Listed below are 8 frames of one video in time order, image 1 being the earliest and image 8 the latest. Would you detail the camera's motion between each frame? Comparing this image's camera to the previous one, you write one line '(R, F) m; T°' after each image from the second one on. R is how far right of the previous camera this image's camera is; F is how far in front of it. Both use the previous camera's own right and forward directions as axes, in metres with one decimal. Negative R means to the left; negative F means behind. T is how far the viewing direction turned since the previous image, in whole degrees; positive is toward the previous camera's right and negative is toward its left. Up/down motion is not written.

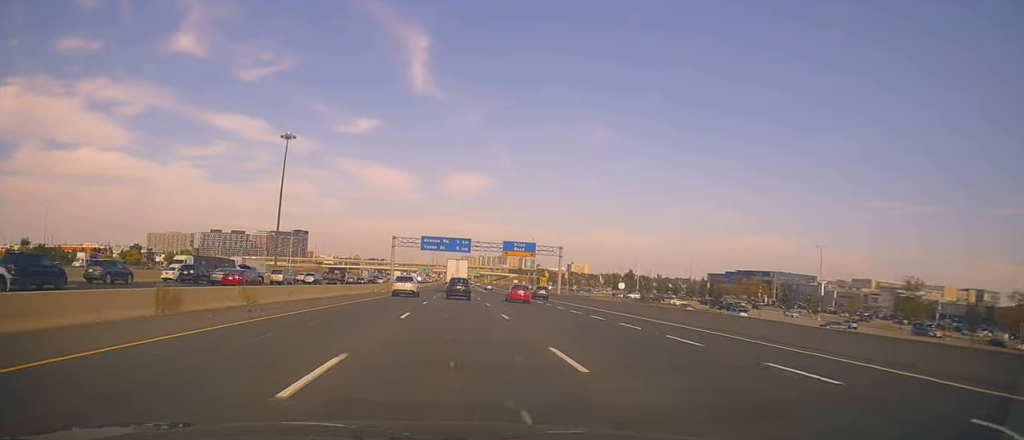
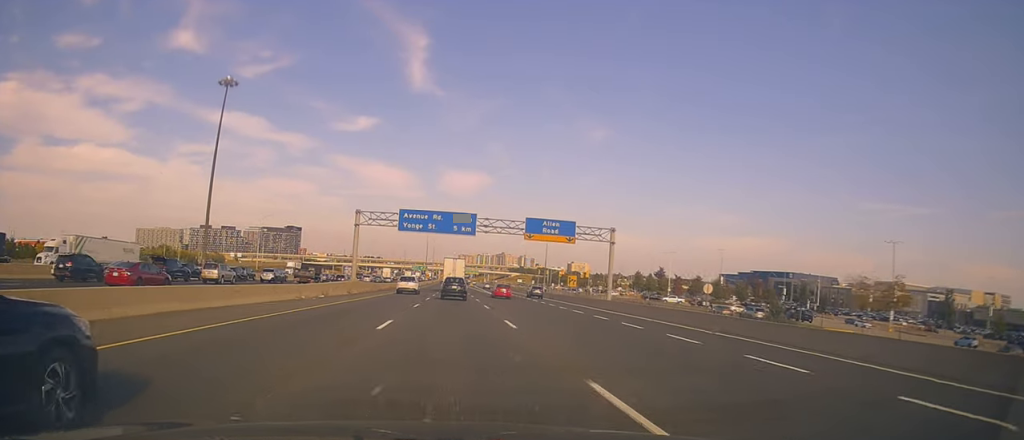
(-0.1, +29.9) m; -1°
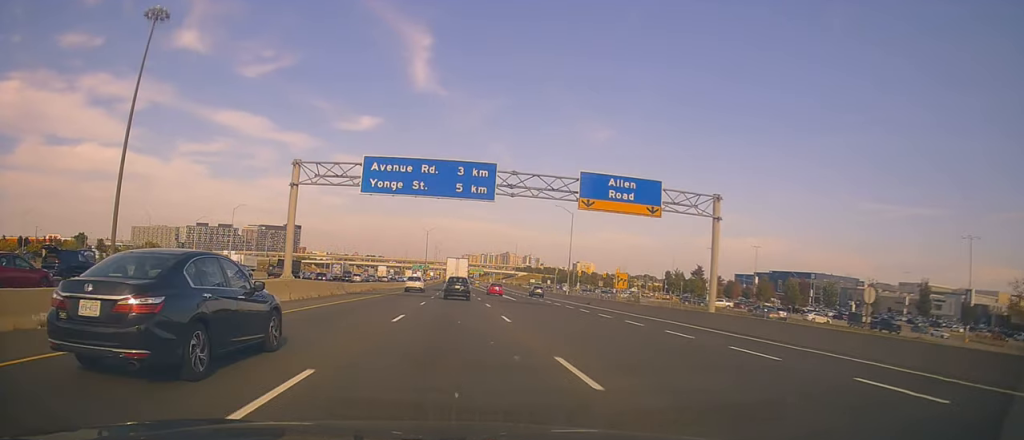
(-0.1, +22.8) m; 0°
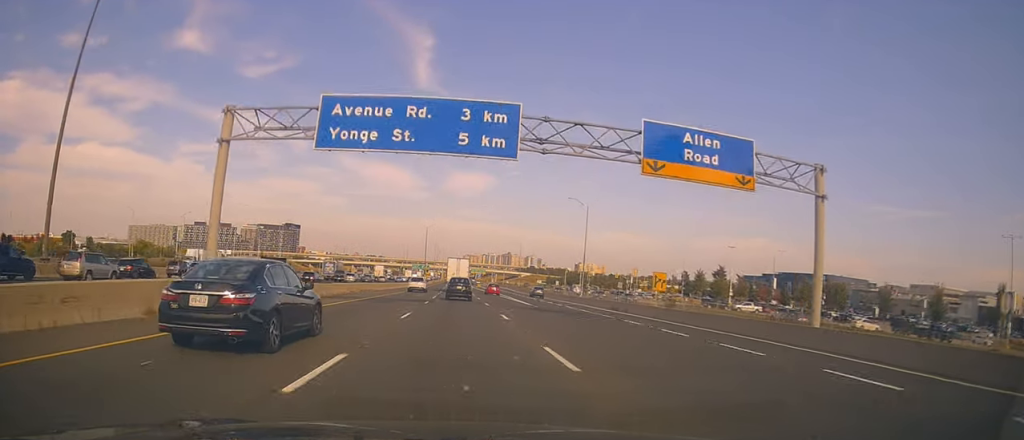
(0.0, +10.7) m; 0°
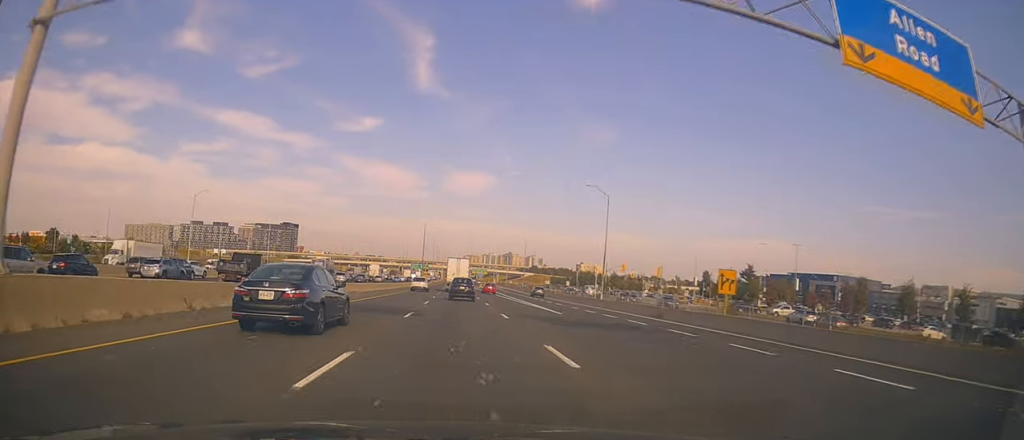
(+0.1, +11.9) m; 0°
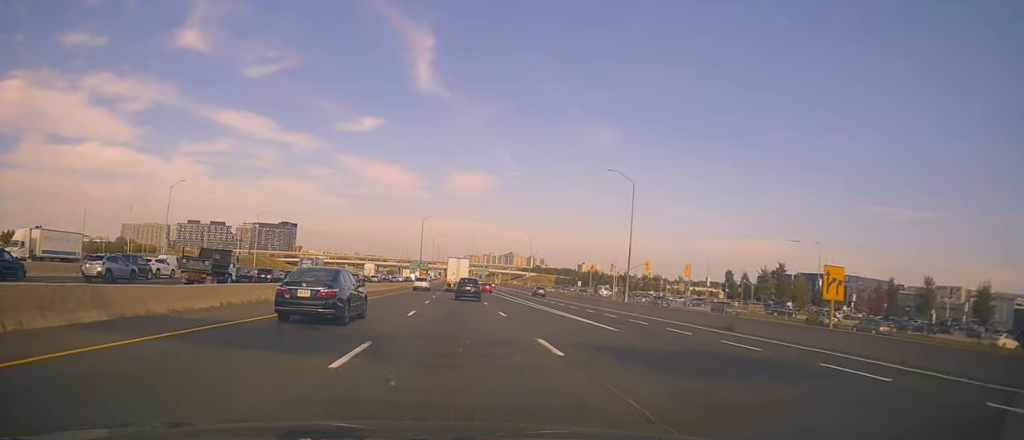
(-0.1, +10.7) m; 0°
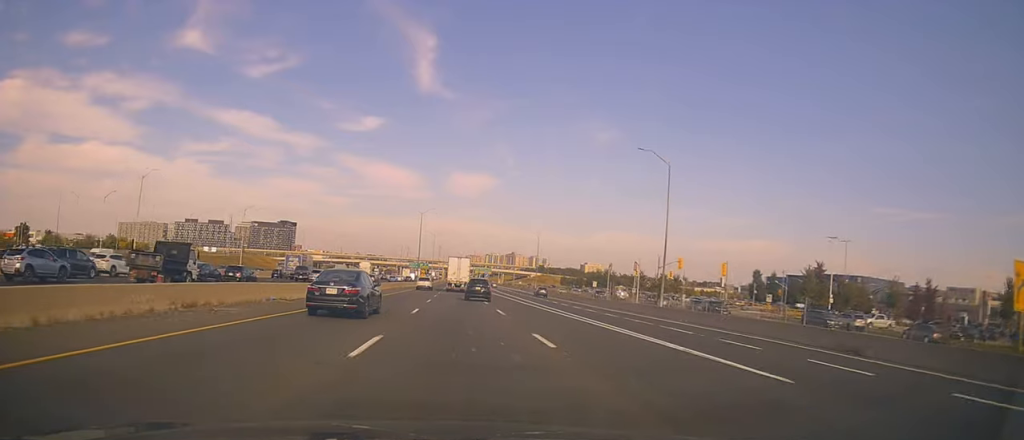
(0.0, +10.7) m; 0°
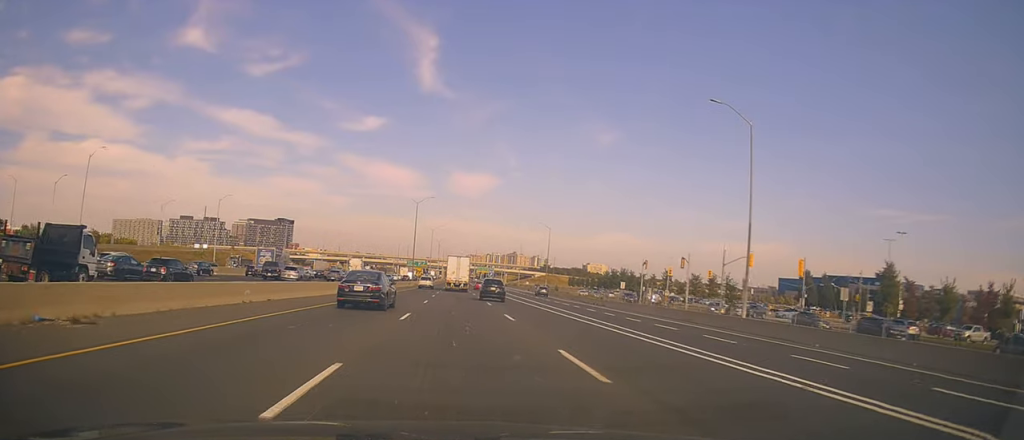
(0.0, +16.0) m; +2°
